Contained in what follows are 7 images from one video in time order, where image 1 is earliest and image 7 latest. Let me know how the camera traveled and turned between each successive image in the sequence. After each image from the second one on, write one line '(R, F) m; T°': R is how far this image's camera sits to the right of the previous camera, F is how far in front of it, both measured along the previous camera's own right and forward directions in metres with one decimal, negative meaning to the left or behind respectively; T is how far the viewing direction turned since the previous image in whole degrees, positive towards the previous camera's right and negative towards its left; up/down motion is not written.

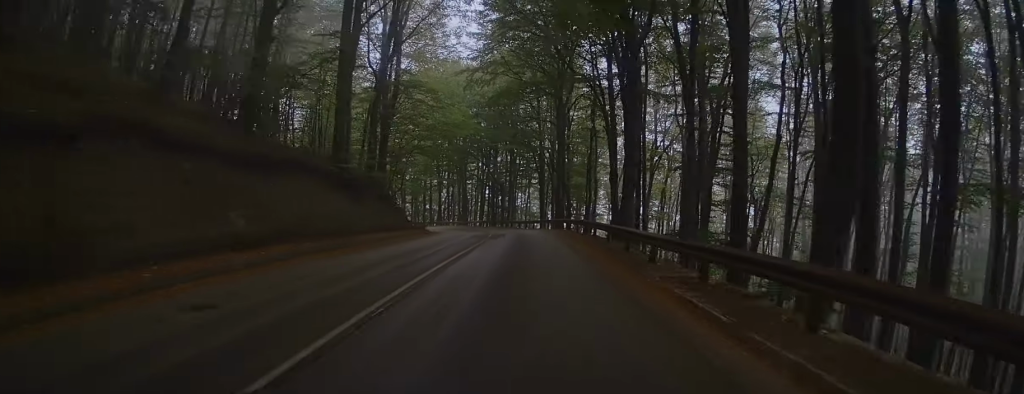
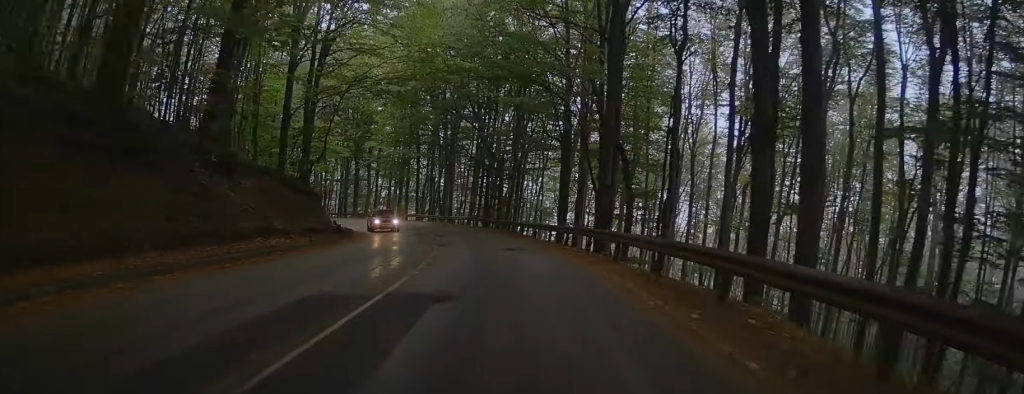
(+0.7, +25.1) m; +1°
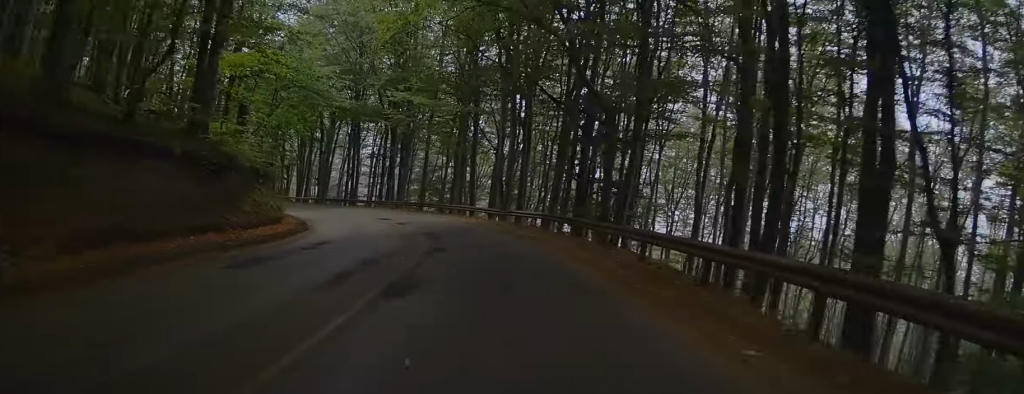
(+0.6, +24.8) m; +2°
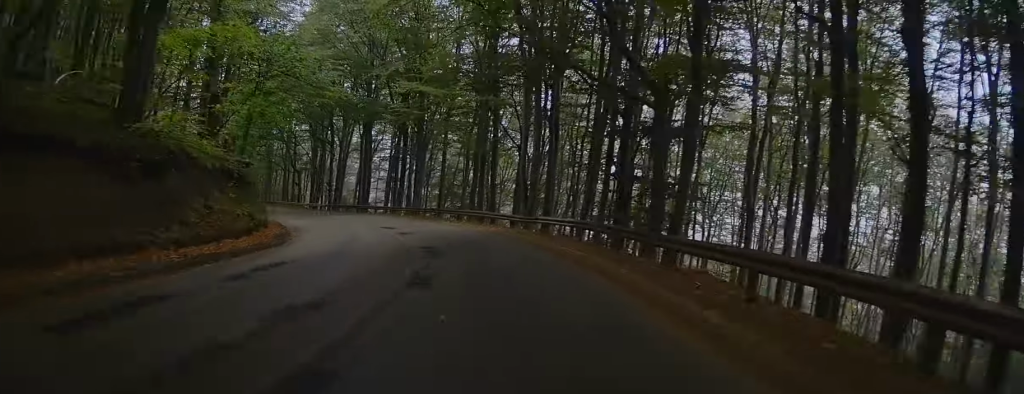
(-0.1, +5.7) m; -2°
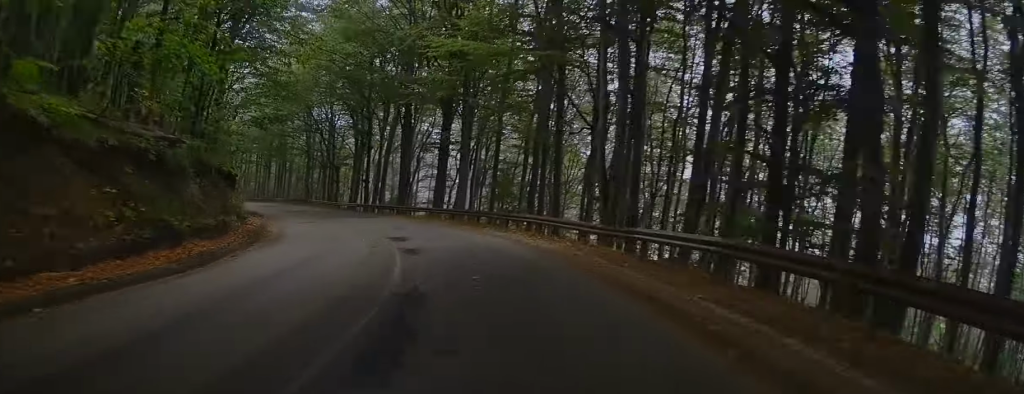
(-0.3, +10.7) m; -5°
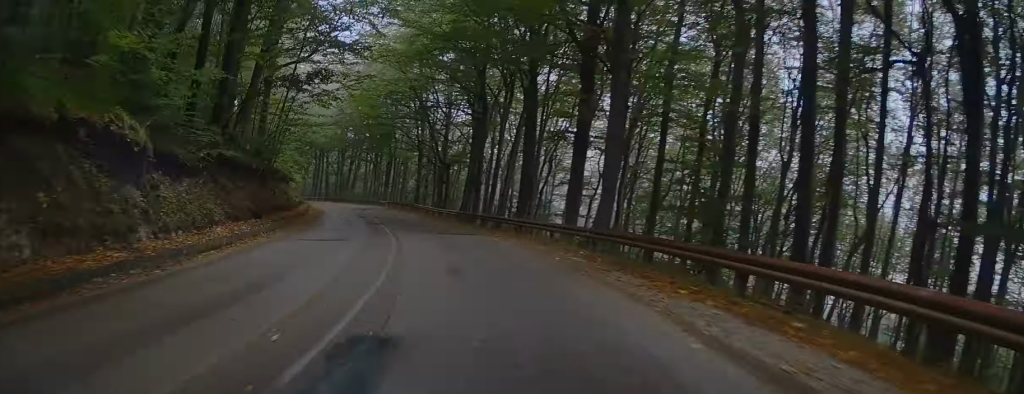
(-1.0, +17.1) m; -5°
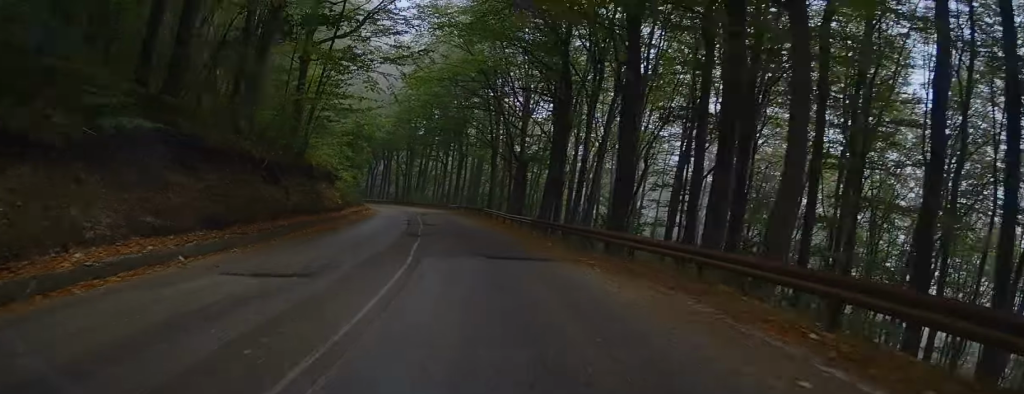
(-0.1, +10.1) m; -5°
